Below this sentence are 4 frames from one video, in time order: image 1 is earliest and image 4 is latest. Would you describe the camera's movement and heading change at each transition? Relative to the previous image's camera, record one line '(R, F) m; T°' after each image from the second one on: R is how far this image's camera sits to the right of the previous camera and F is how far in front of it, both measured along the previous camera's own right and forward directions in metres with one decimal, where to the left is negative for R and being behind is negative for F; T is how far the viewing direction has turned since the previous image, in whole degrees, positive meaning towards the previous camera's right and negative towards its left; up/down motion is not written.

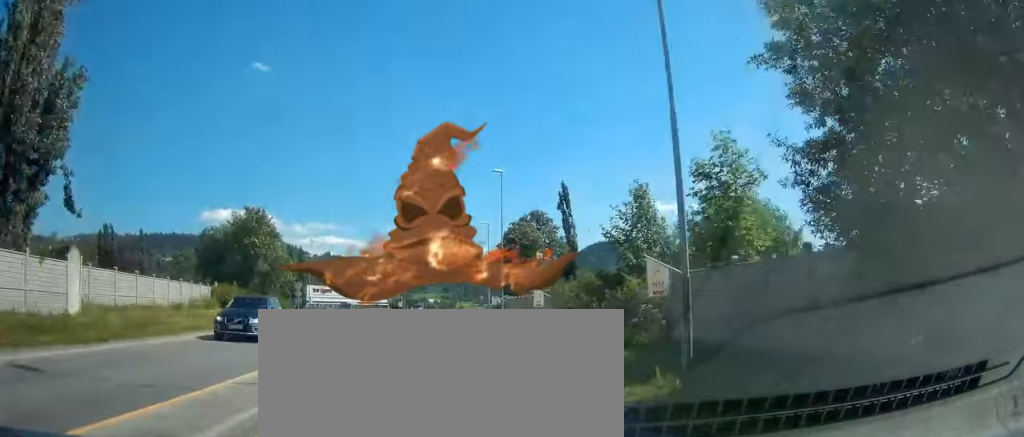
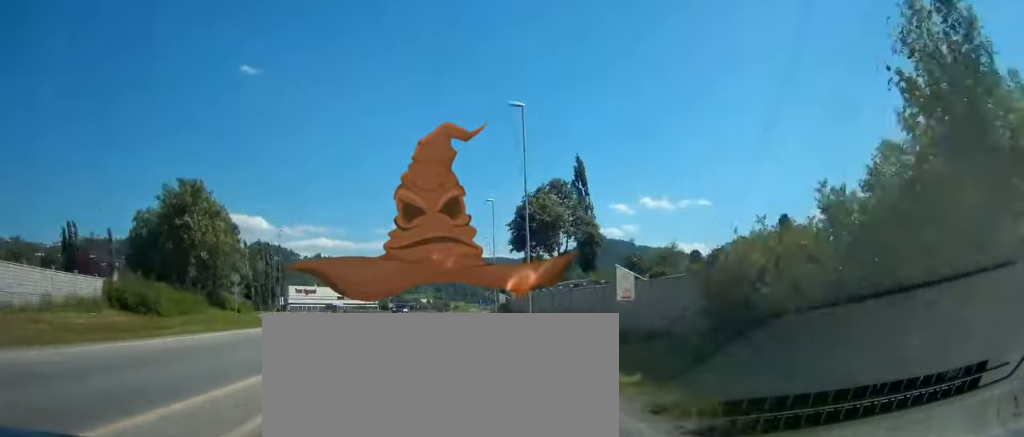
(+0.1, +16.9) m; 0°
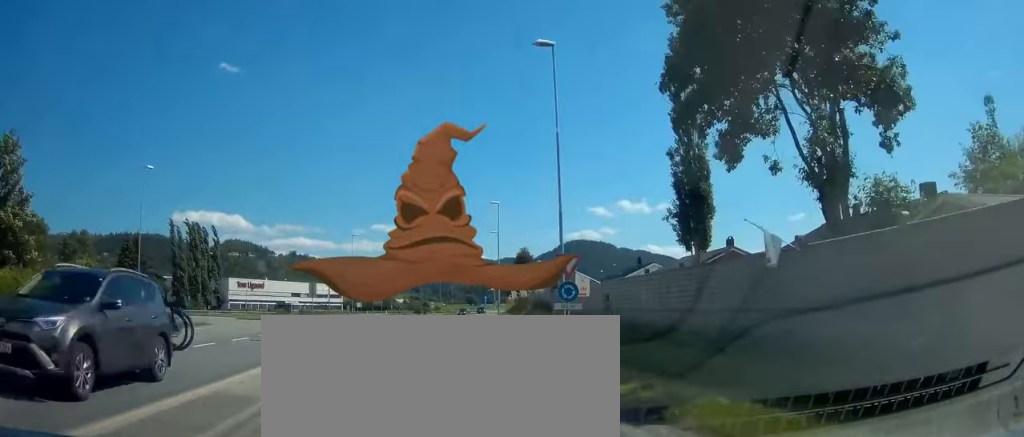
(+0.7, +41.7) m; +2°
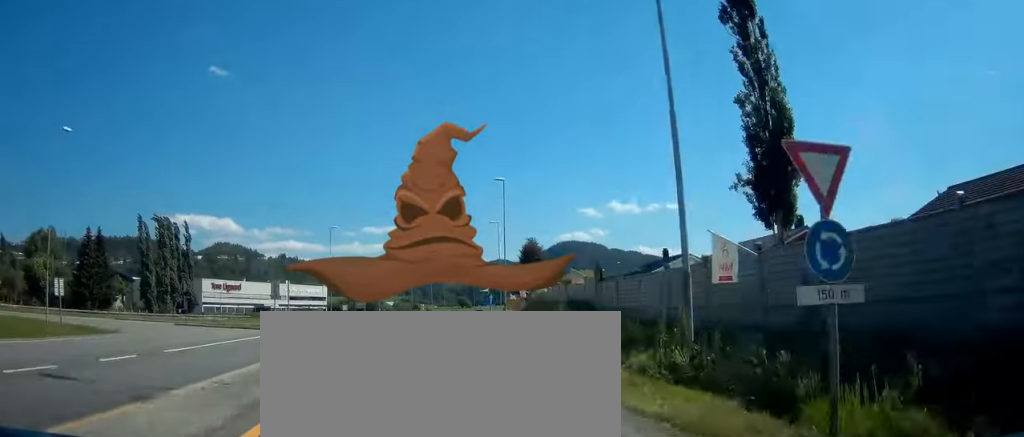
(+0.1, +14.6) m; +1°
